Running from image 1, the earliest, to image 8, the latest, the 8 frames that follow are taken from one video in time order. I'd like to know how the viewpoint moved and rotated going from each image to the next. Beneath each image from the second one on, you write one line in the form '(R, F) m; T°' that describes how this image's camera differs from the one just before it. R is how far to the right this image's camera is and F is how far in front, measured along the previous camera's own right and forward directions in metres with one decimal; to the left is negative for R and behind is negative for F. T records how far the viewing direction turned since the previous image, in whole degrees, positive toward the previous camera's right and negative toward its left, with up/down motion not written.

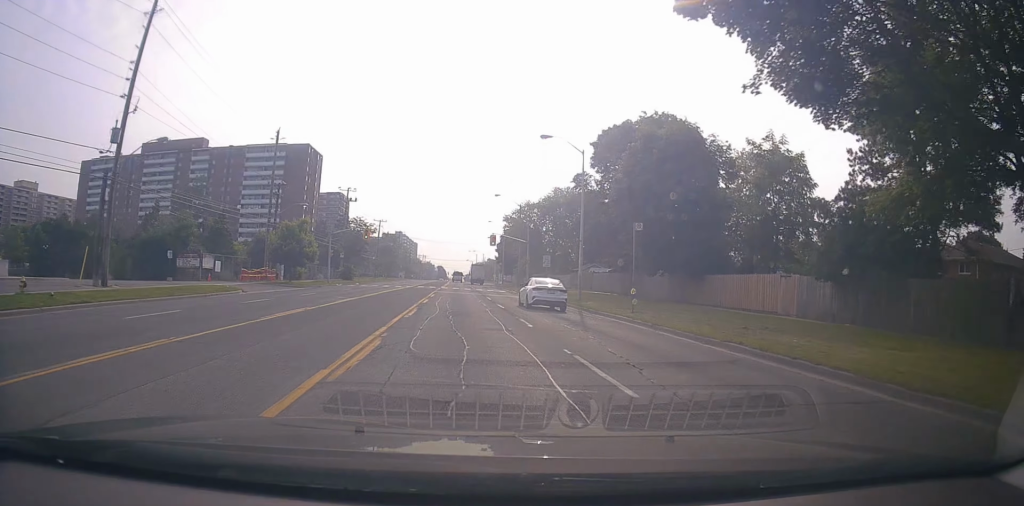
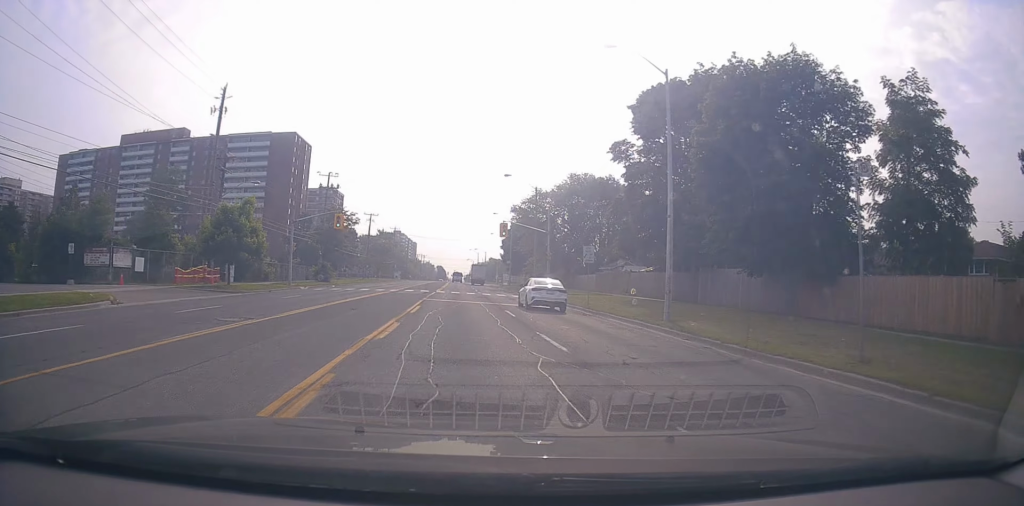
(-1.1, +14.0) m; -2°
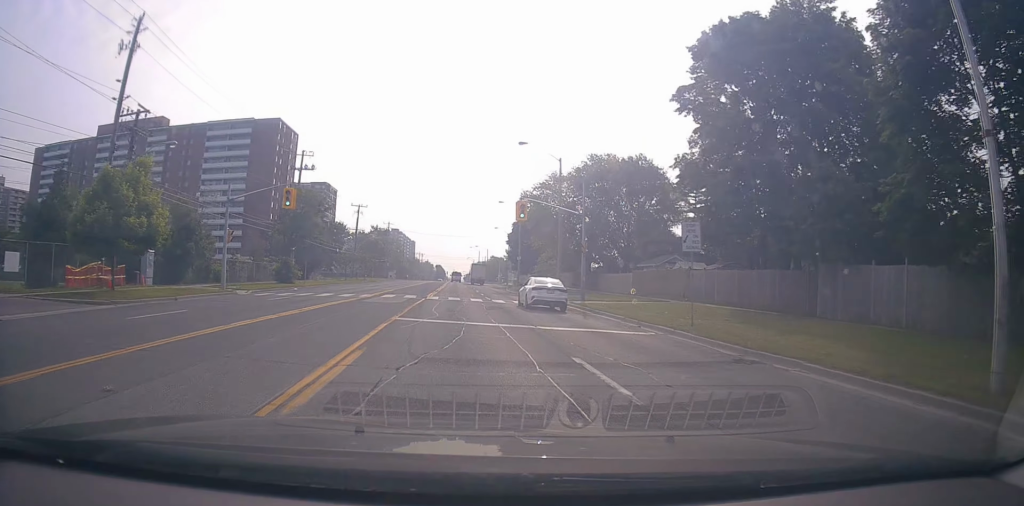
(+0.6, +13.6) m; +2°
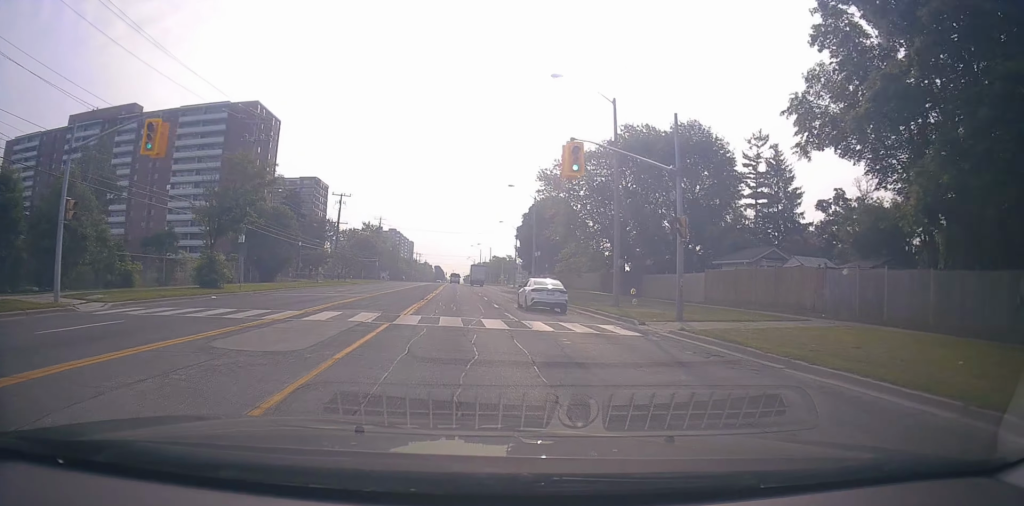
(0.0, +15.4) m; 0°
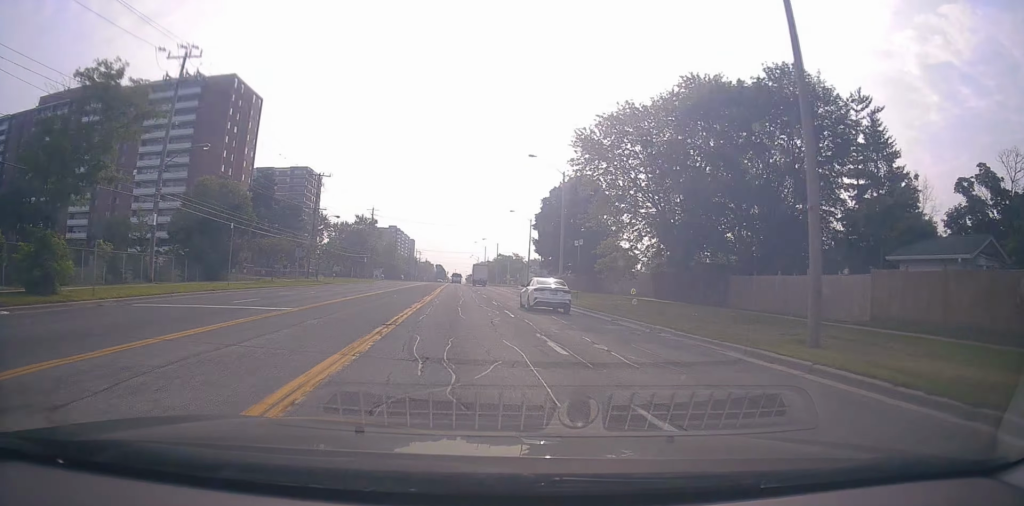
(+0.1, +15.7) m; +1°
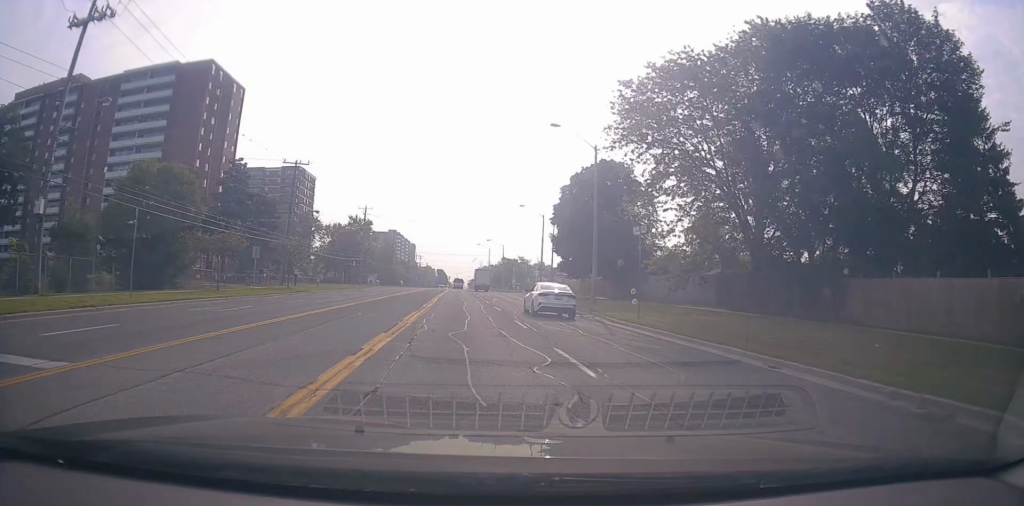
(+0.3, +11.0) m; 0°
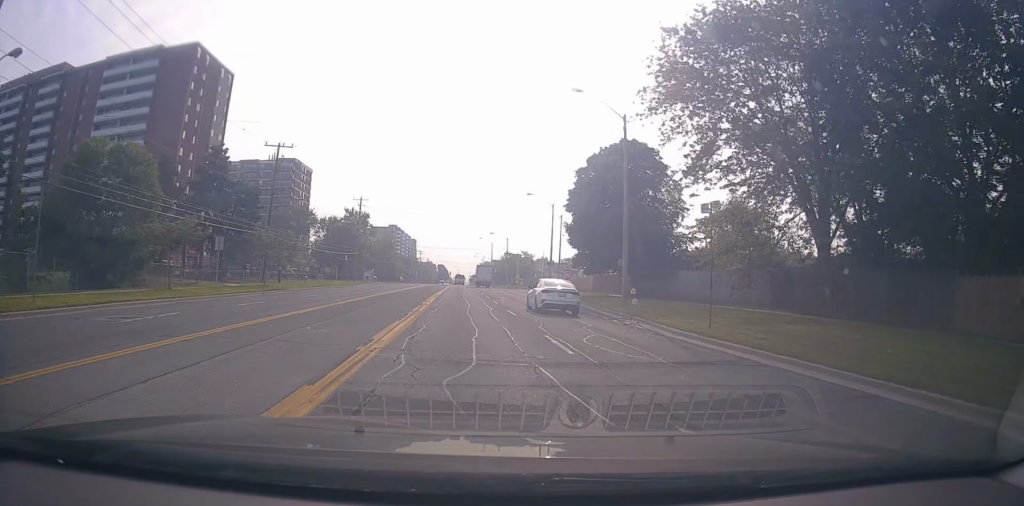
(-0.2, +6.4) m; -1°
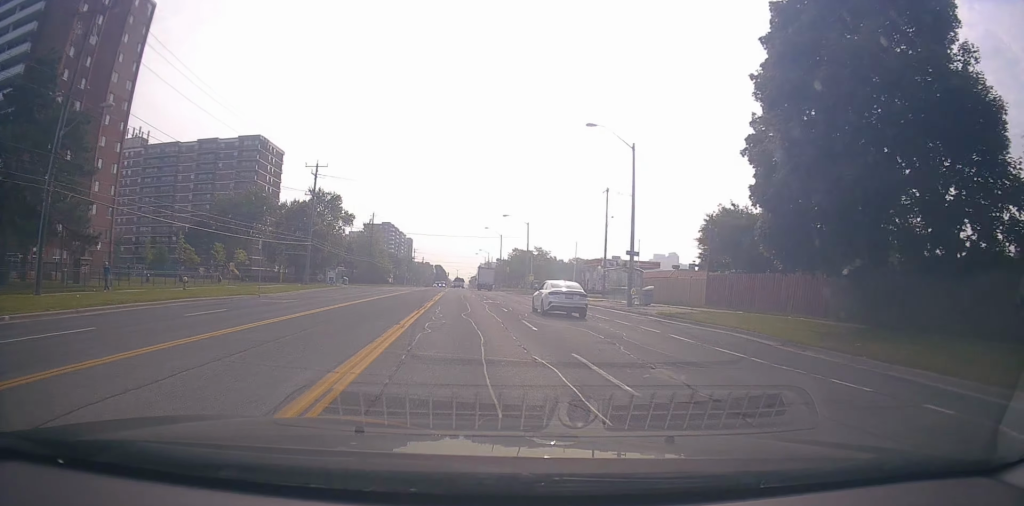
(-0.4, +31.3) m; -1°
